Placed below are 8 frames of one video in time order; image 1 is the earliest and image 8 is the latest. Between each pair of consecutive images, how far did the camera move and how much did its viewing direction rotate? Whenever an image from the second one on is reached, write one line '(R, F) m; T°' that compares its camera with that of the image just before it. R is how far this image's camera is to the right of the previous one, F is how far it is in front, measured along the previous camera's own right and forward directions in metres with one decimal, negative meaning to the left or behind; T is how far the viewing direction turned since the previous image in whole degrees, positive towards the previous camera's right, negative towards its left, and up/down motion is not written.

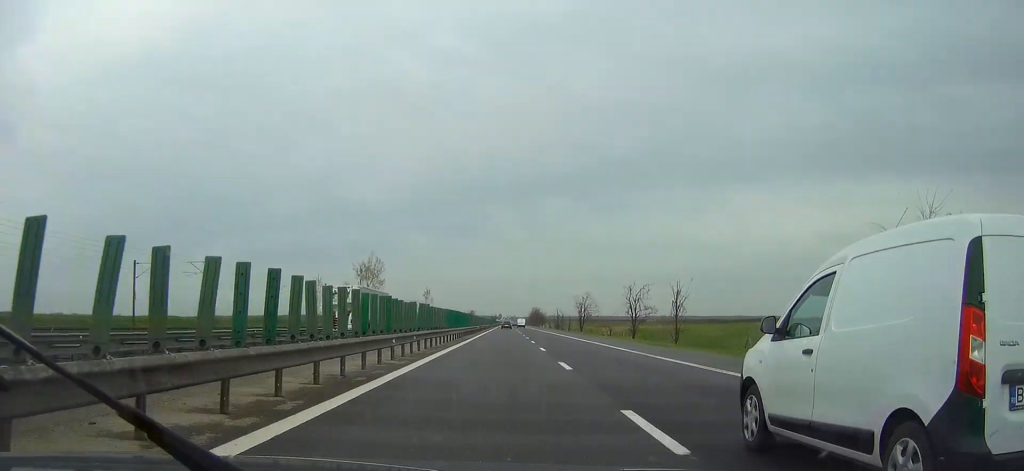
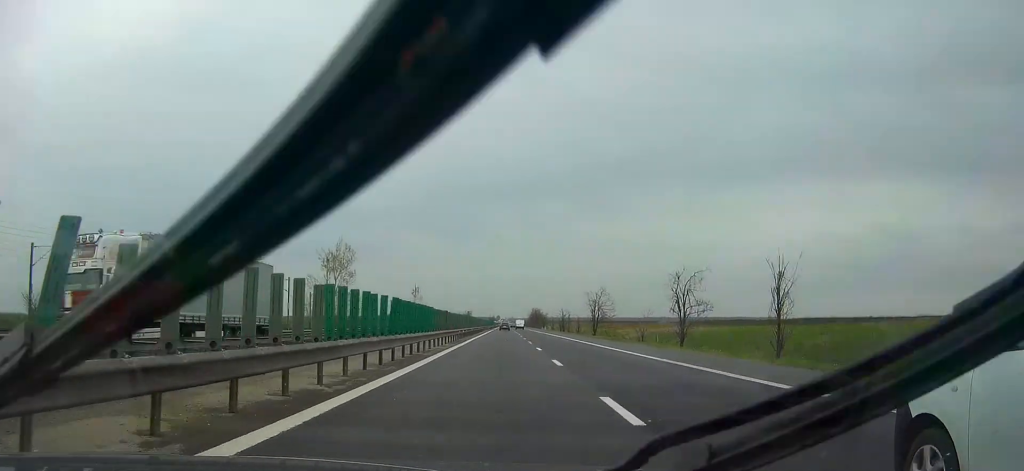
(+0.1, +20.6) m; 0°
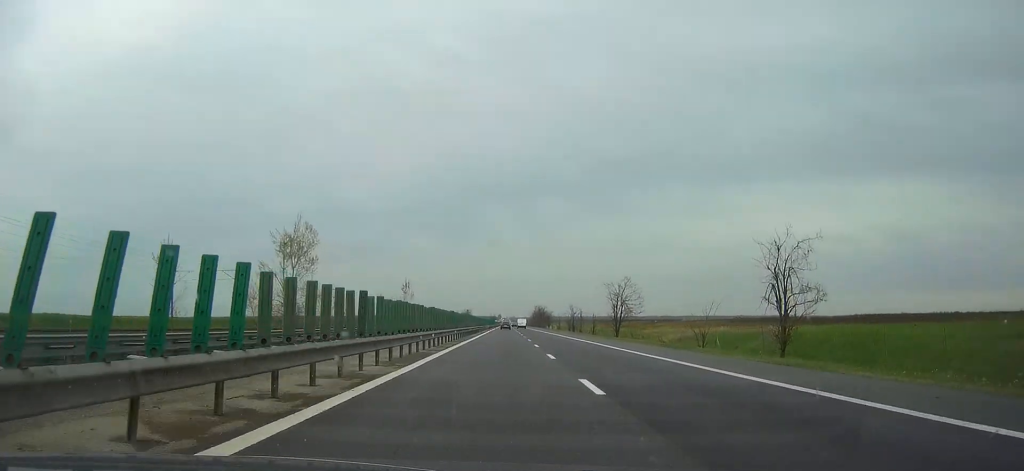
(0.0, +18.7) m; 0°
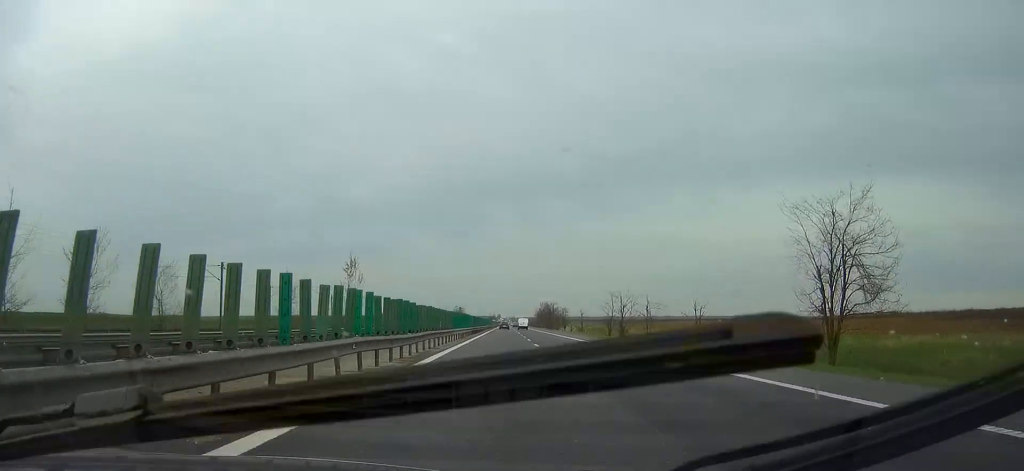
(-0.2, +51.7) m; 0°
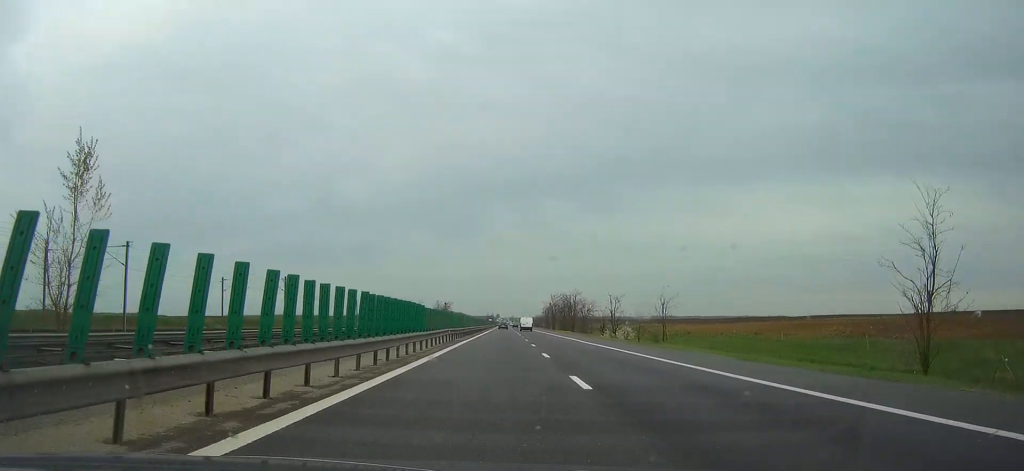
(0.0, +61.2) m; 0°
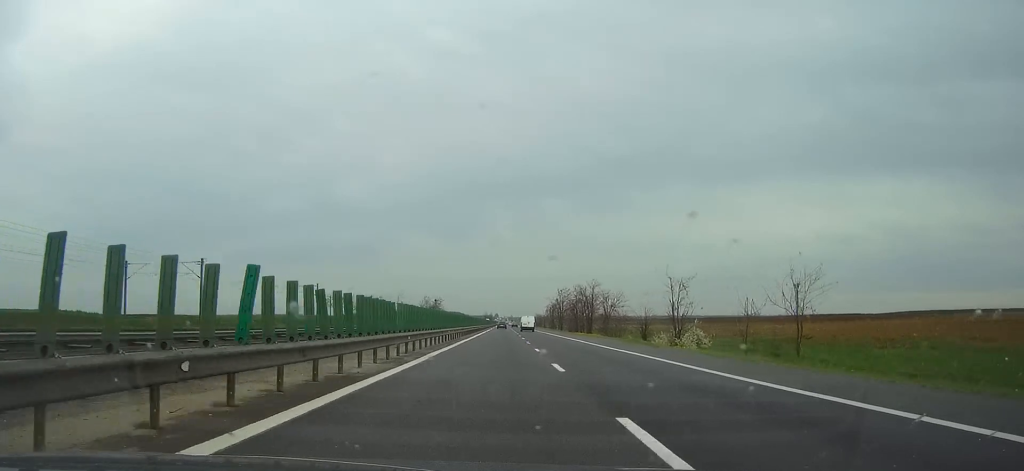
(0.0, +26.4) m; 0°
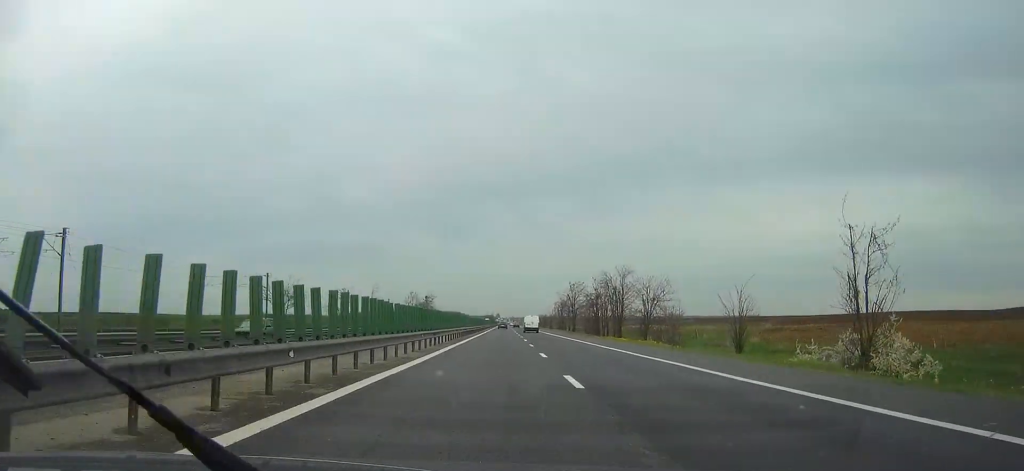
(0.0, +24.2) m; 0°
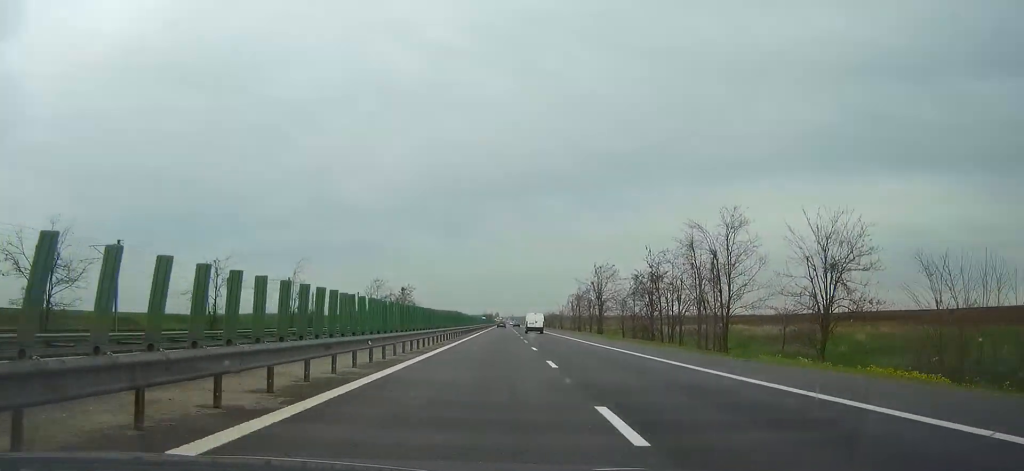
(0.0, +36.7) m; 0°
